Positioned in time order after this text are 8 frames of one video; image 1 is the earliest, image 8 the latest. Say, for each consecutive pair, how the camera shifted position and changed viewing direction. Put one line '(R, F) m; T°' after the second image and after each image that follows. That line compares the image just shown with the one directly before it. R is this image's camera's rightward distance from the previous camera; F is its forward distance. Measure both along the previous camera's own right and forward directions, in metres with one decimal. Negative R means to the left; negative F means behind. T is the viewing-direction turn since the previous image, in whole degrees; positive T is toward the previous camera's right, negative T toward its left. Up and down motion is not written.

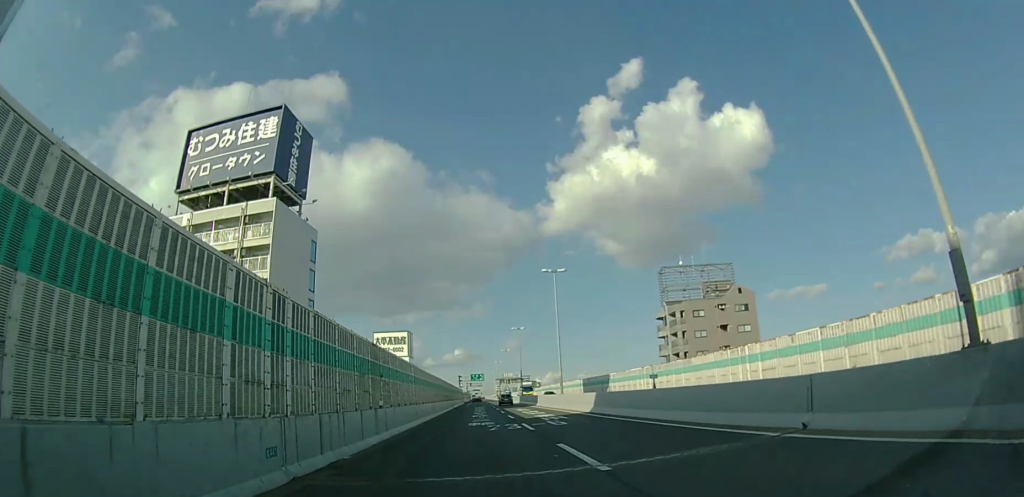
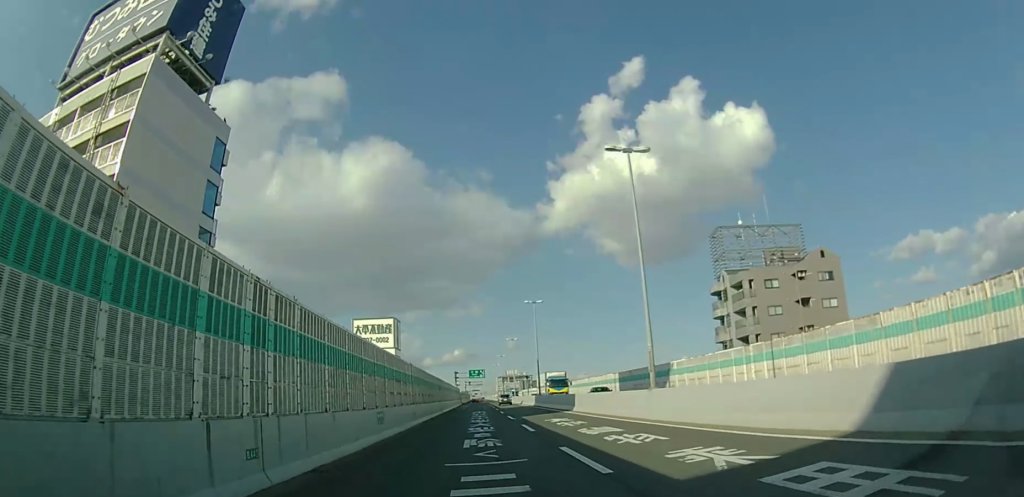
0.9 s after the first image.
(+0.2, +20.3) m; 0°
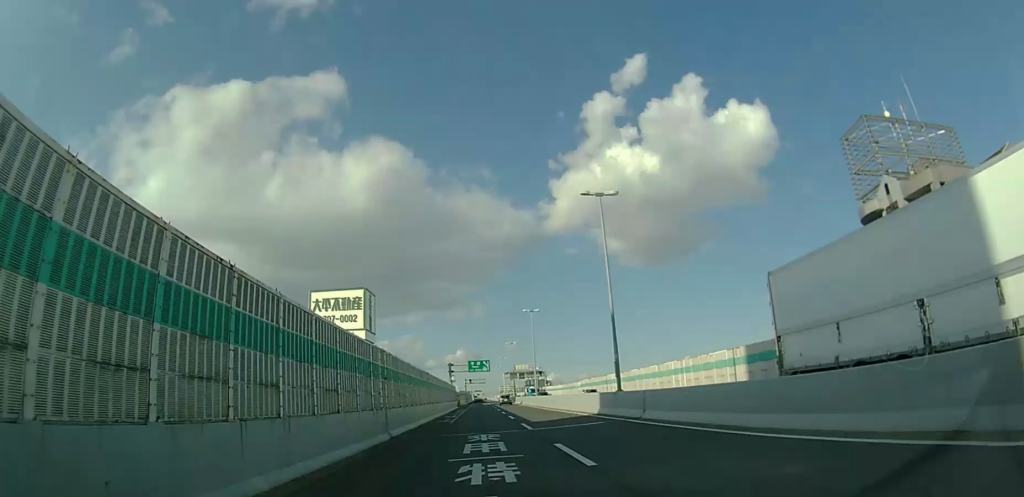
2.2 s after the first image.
(-0.1, +29.1) m; 0°
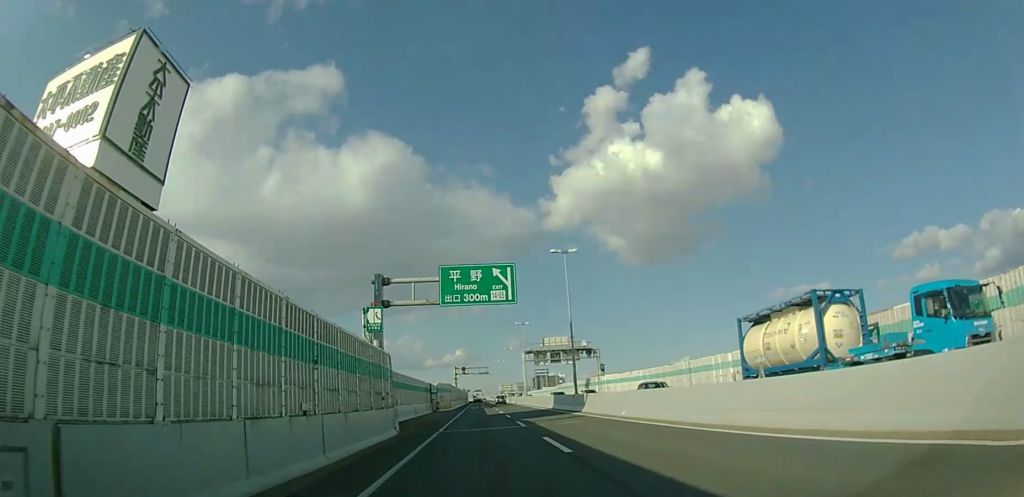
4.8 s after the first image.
(-0.6, +57.6) m; -1°
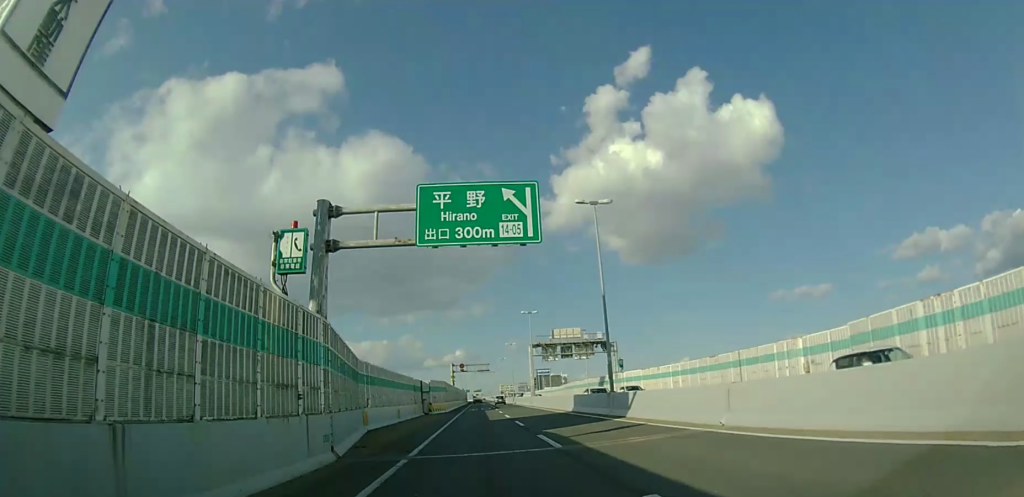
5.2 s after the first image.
(0.0, +9.1) m; 0°
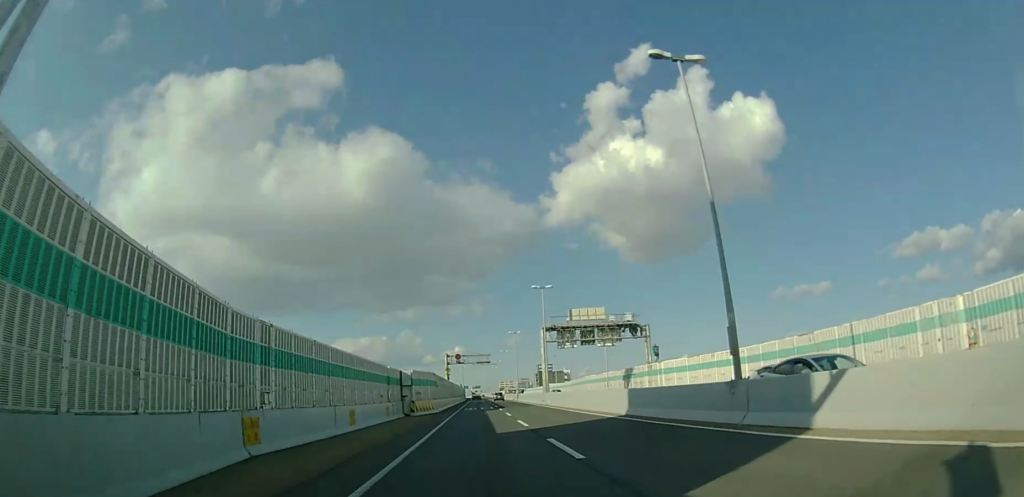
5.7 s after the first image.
(0.0, +12.1) m; 0°
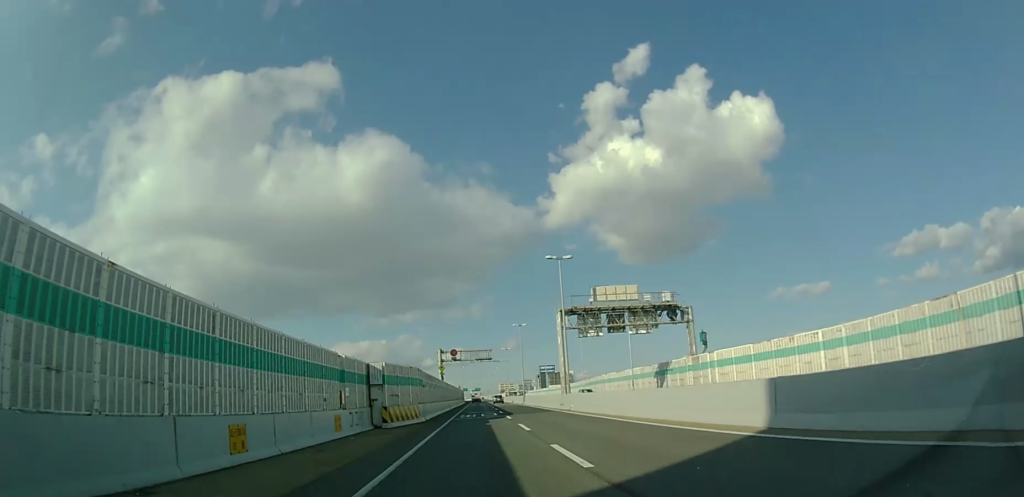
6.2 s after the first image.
(+0.1, +10.6) m; 0°
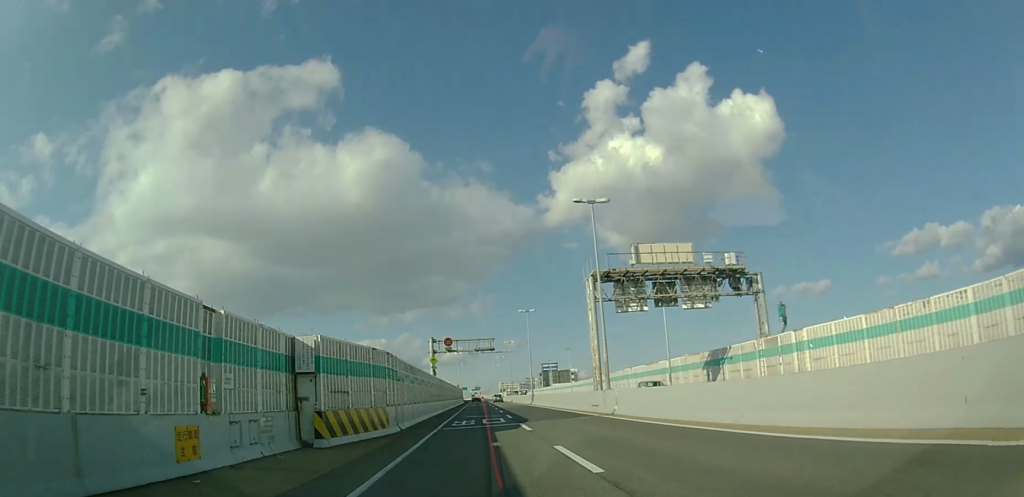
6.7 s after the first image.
(0.0, +11.3) m; 0°
